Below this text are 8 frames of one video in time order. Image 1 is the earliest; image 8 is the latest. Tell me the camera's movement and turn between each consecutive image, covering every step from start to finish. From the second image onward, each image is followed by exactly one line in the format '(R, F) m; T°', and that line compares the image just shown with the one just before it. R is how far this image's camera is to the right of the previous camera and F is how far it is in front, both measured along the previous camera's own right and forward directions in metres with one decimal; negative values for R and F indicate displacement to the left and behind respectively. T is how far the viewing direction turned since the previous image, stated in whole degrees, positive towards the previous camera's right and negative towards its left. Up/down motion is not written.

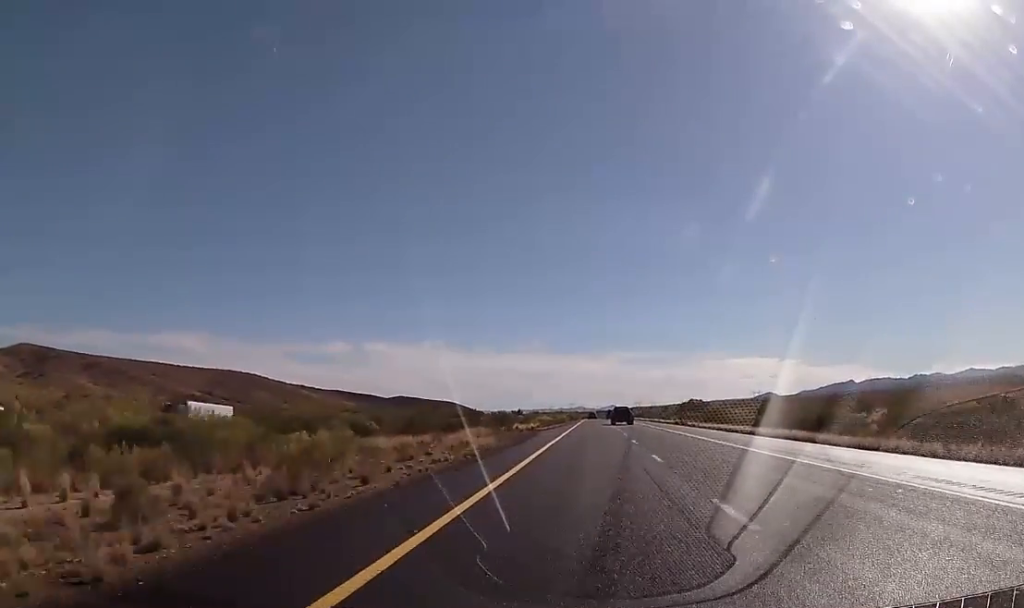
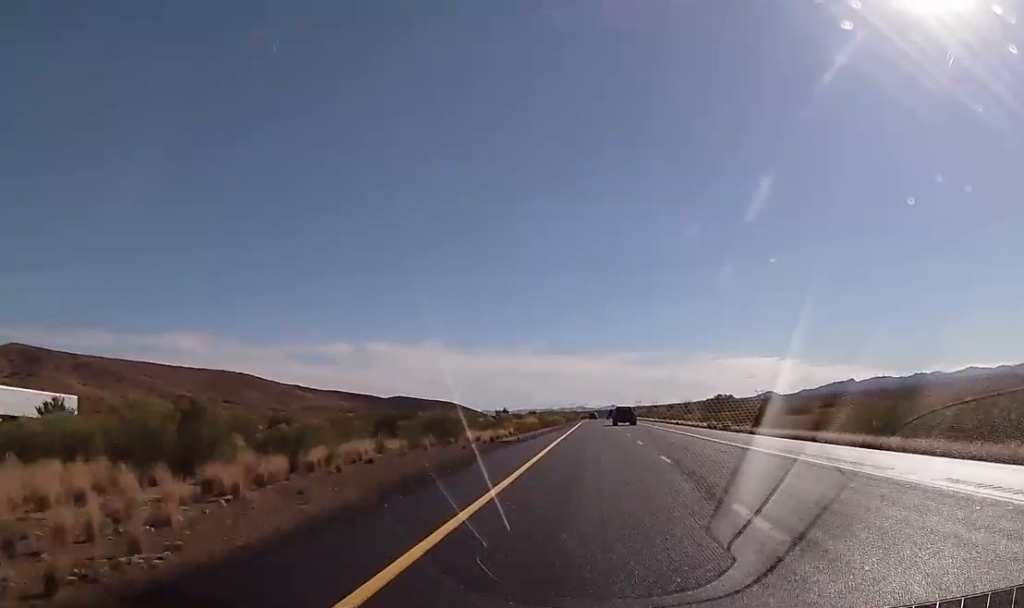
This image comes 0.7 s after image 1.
(-0.3, +25.3) m; 0°
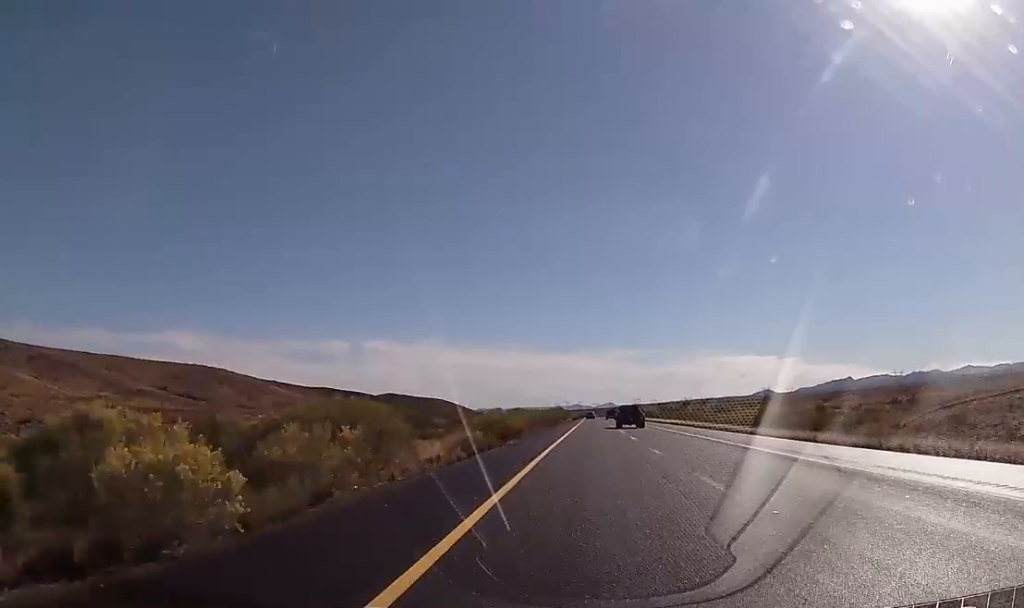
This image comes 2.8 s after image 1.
(+0.6, +80.8) m; +1°
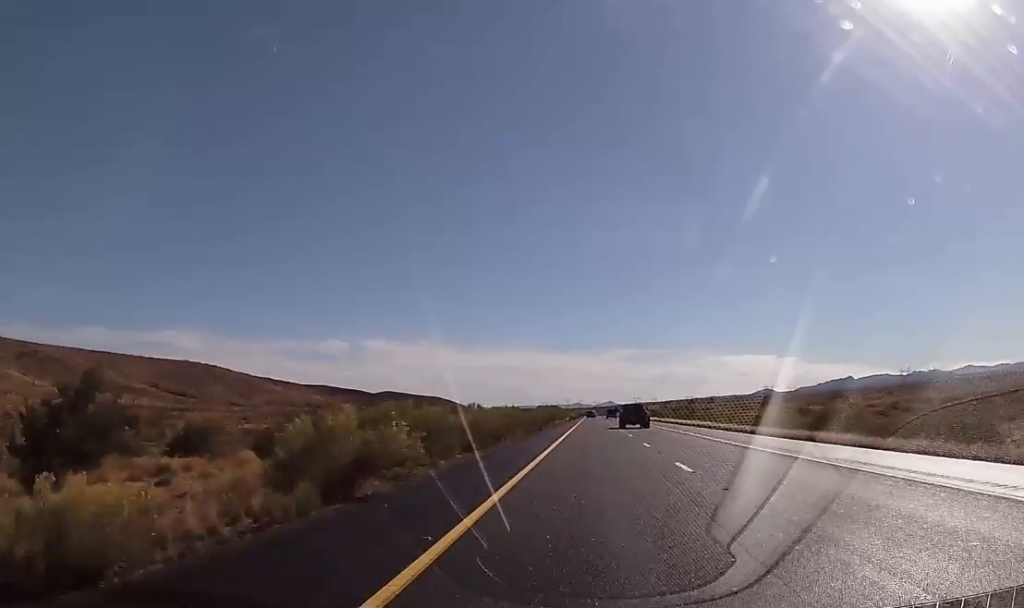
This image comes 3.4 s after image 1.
(0.0, +21.5) m; 0°
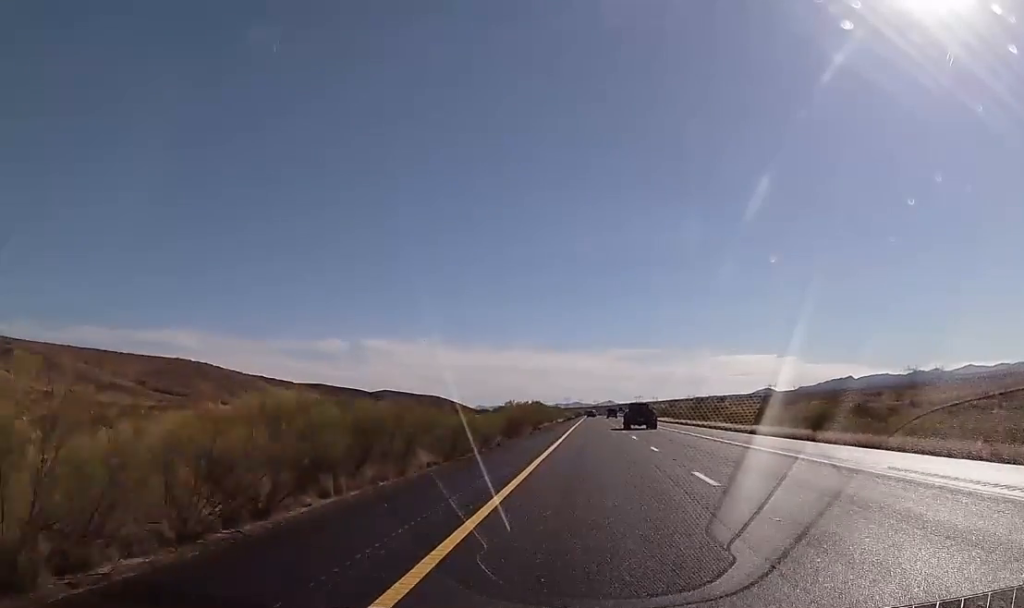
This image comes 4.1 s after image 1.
(0.0, +27.8) m; -1°
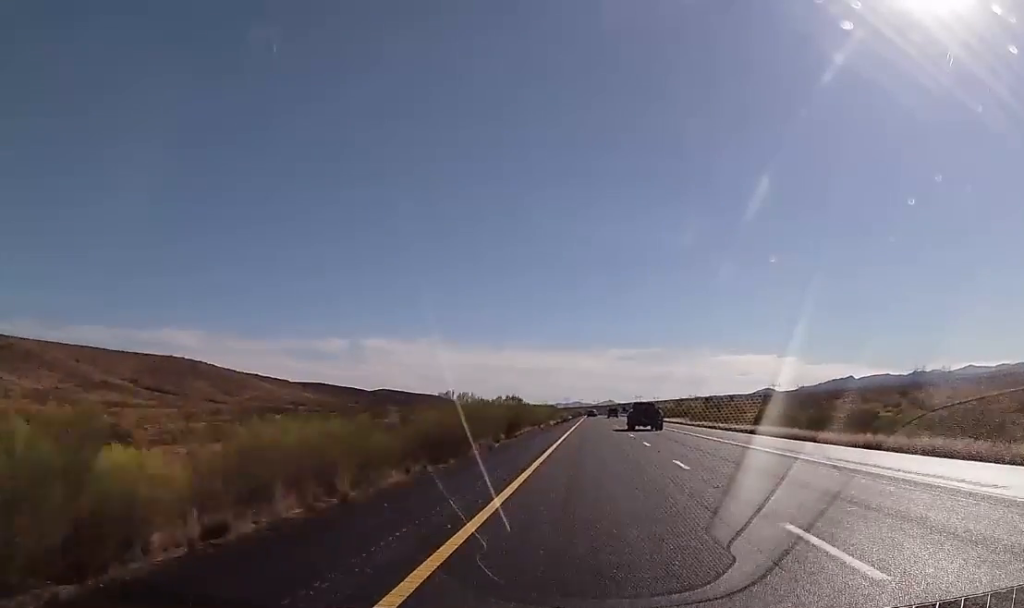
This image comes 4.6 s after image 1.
(-0.2, +20.3) m; 0°
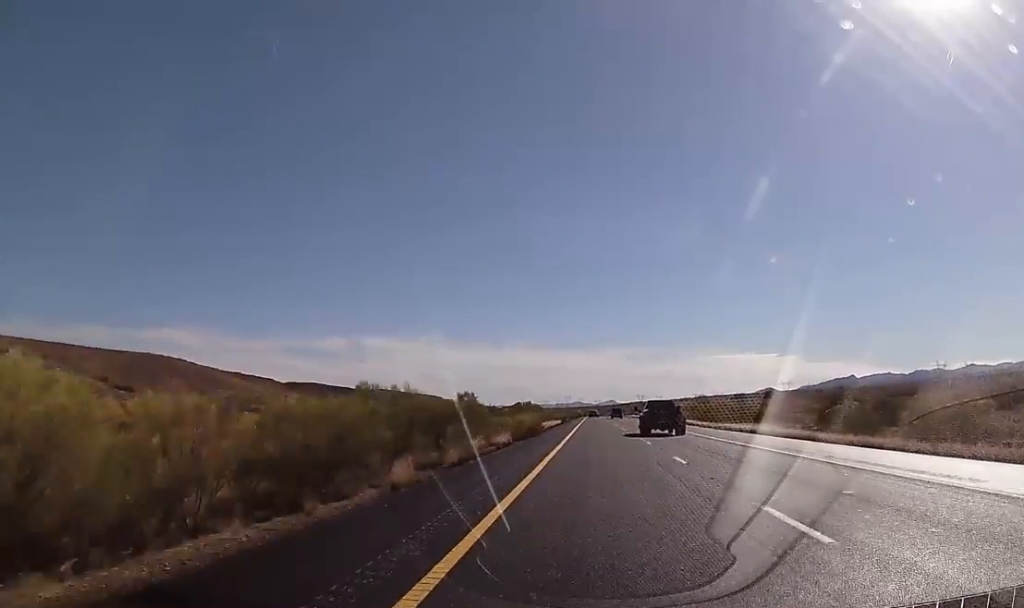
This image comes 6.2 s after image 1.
(0.0, +59.4) m; 0°
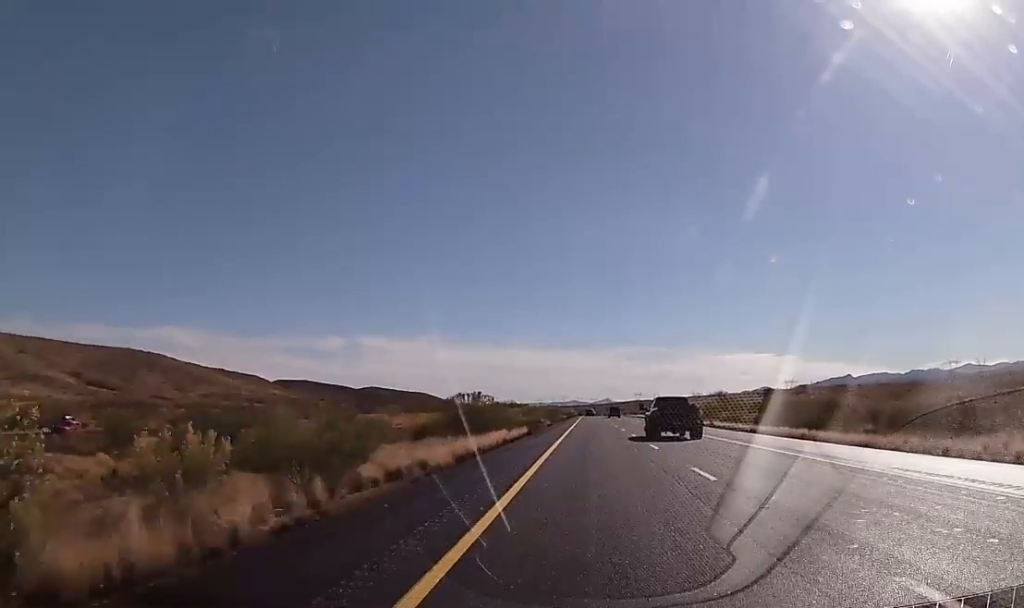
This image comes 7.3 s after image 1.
(+0.2, +41.7) m; 0°
